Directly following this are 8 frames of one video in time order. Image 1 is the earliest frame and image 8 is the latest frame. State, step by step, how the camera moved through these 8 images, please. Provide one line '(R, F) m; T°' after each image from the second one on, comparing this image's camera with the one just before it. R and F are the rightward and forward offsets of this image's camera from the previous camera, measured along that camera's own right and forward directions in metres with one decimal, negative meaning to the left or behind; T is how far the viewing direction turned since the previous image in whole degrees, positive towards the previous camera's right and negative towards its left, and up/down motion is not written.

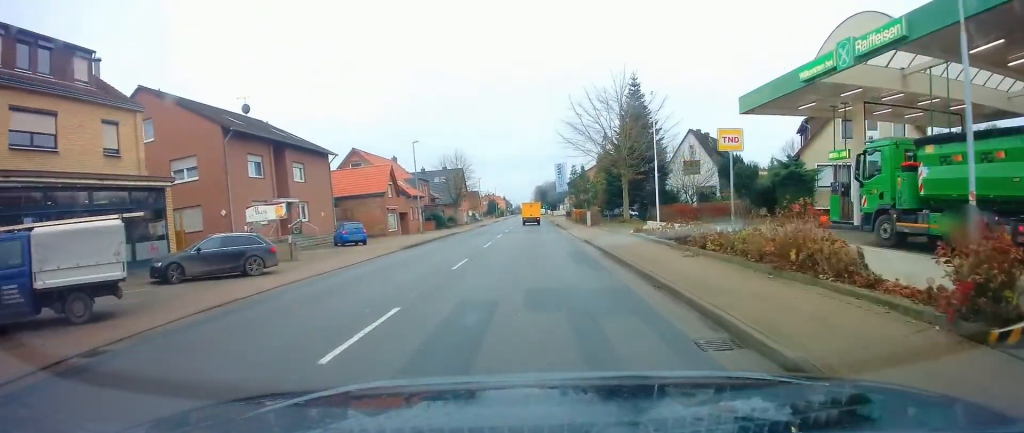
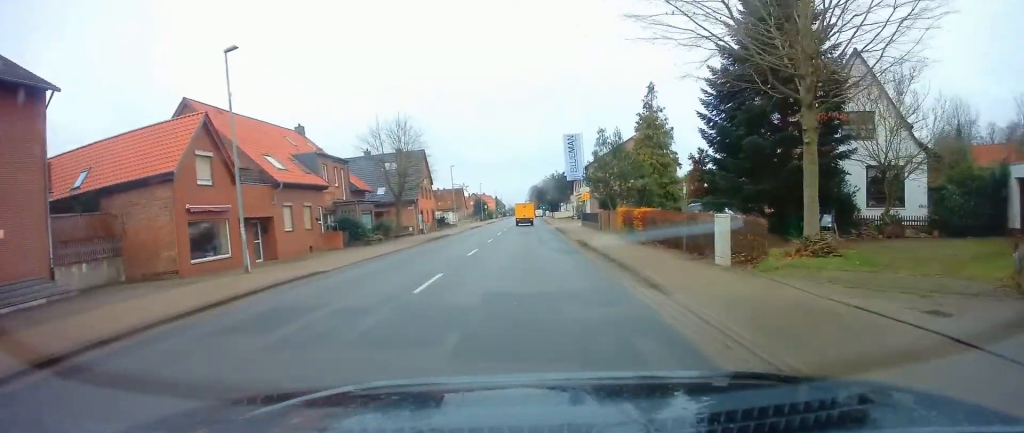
(+0.7, +30.7) m; +1°
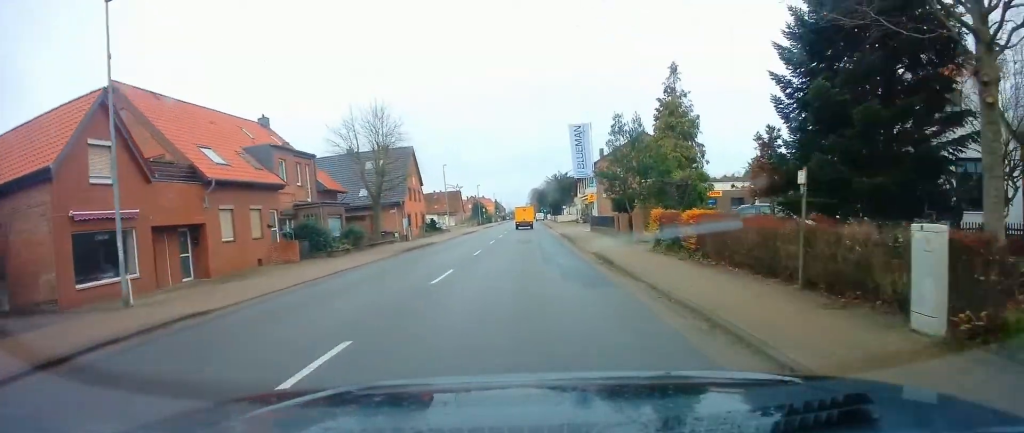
(+0.2, +6.8) m; -1°
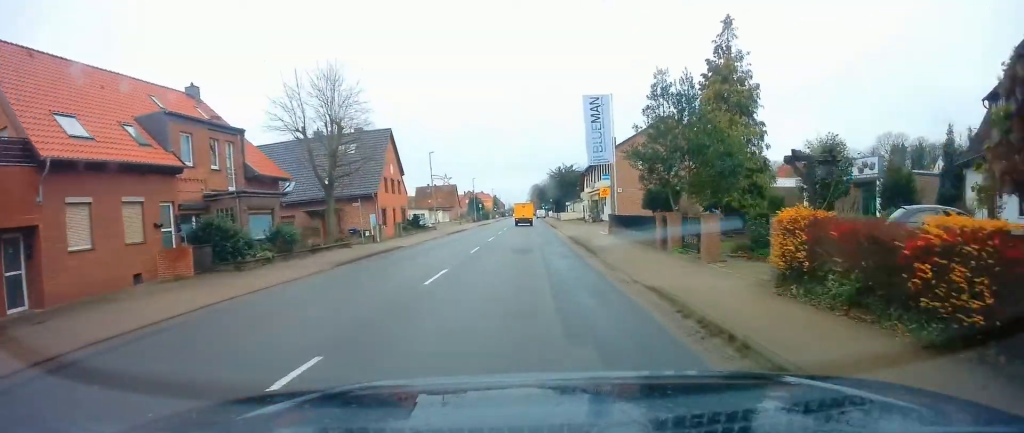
(-0.2, +9.7) m; -1°
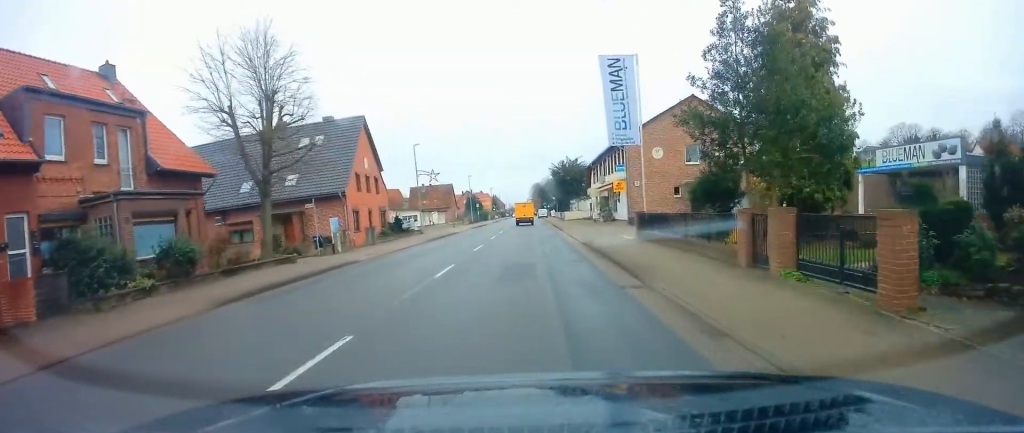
(-0.3, +7.8) m; 0°
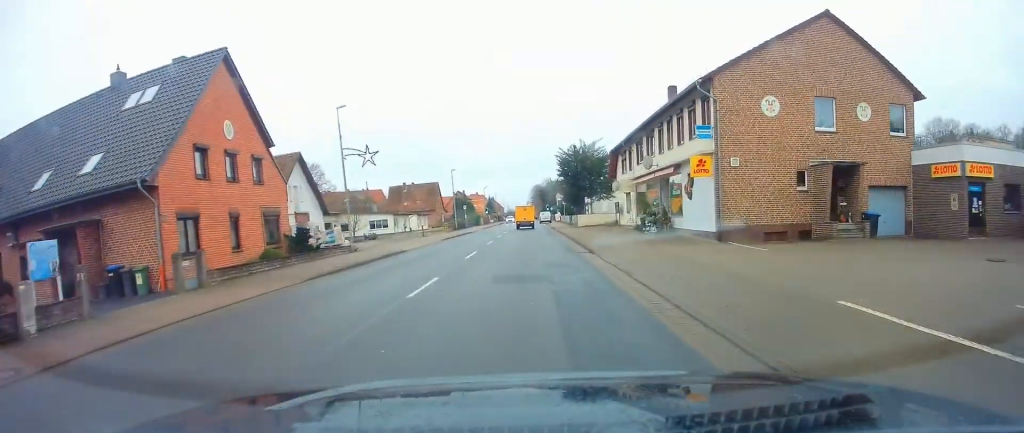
(+0.7, +20.2) m; +1°
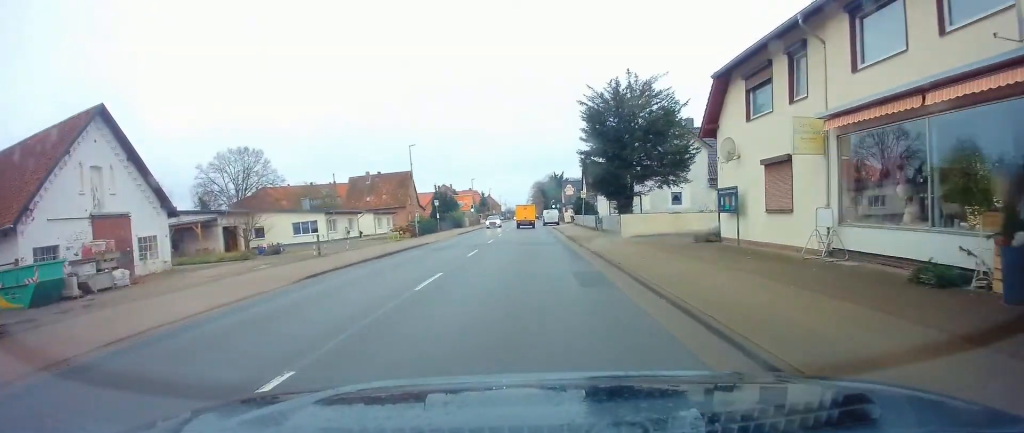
(-0.4, +25.8) m; -1°
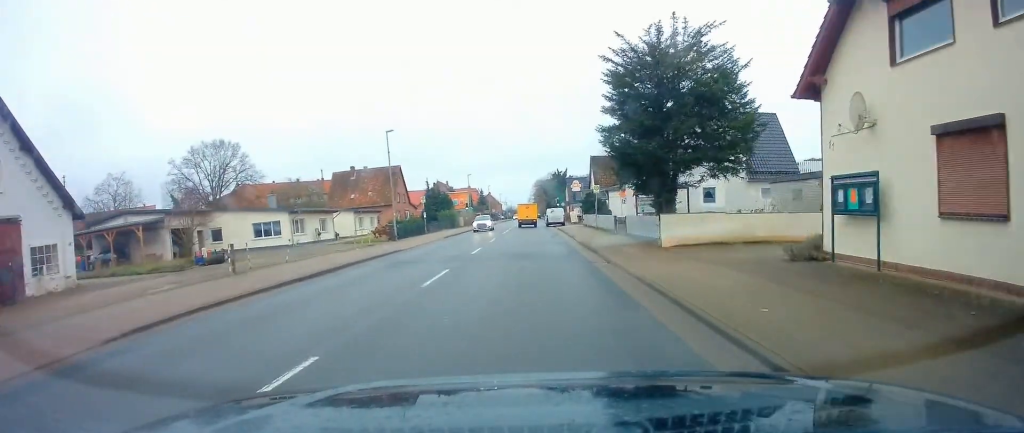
(+0.2, +8.2) m; 0°
